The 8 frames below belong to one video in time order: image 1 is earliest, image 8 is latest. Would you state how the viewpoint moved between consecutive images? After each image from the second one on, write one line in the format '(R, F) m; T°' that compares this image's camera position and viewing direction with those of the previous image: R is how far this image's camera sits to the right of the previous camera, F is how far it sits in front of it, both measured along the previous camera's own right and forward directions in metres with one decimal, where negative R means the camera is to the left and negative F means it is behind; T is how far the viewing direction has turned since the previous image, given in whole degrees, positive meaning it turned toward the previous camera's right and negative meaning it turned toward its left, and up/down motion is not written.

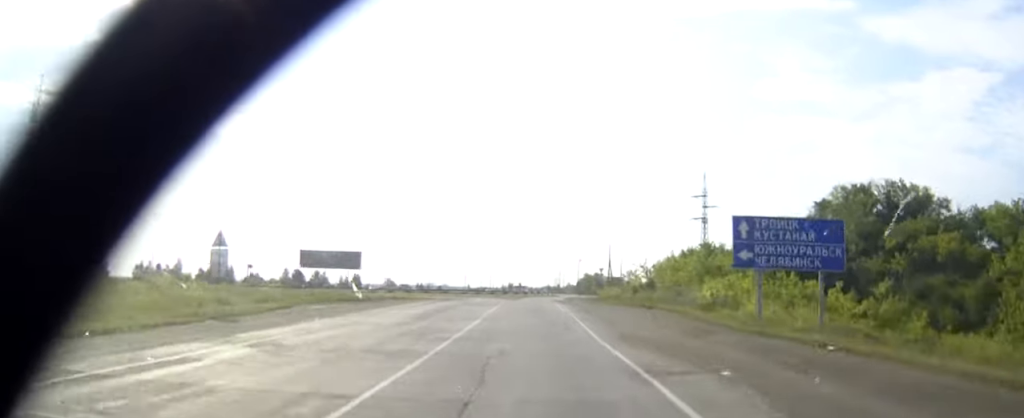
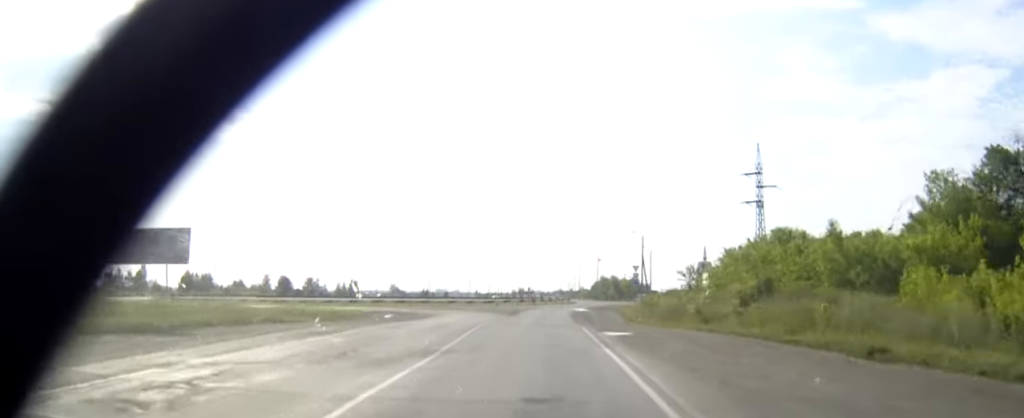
(-0.2, +30.7) m; -1°
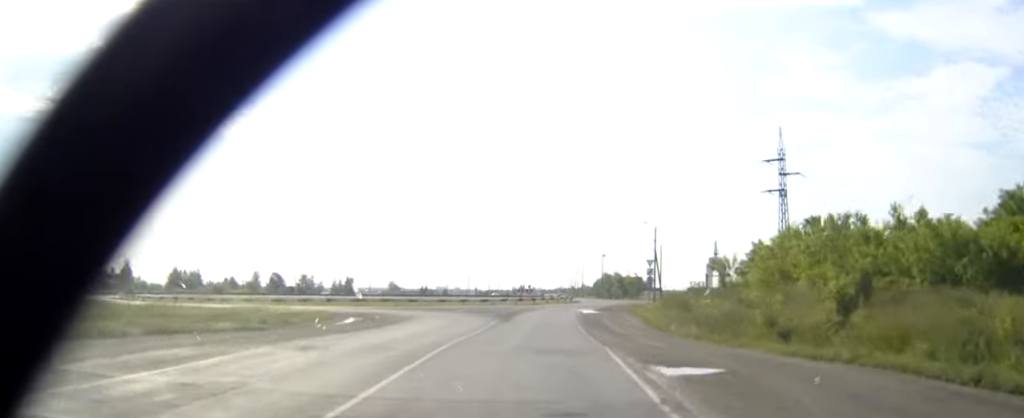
(0.0, +10.7) m; 0°
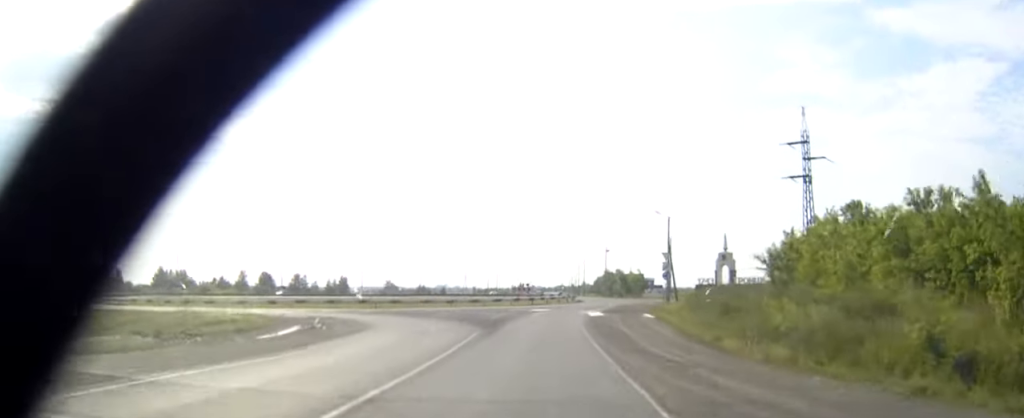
(0.0, +10.5) m; 0°
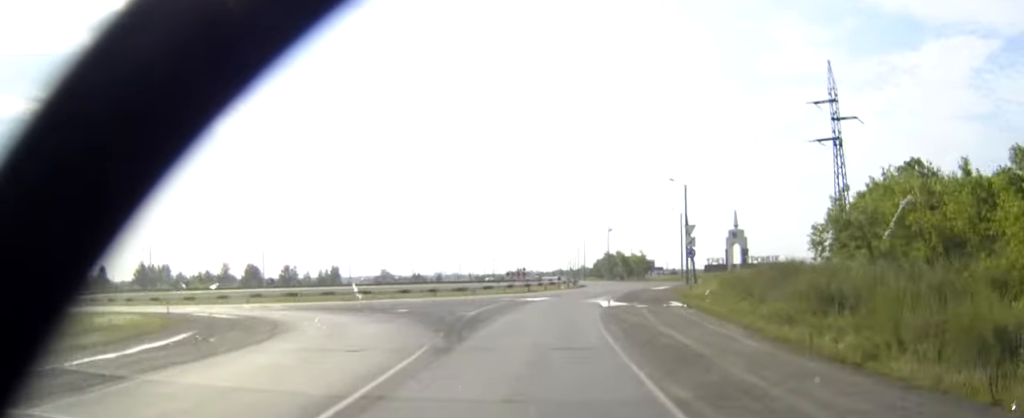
(0.0, +11.8) m; 0°
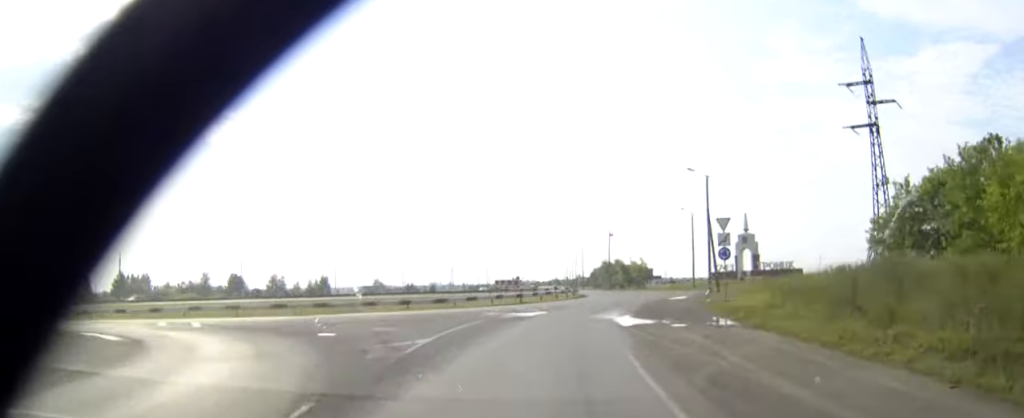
(0.0, +10.9) m; 0°
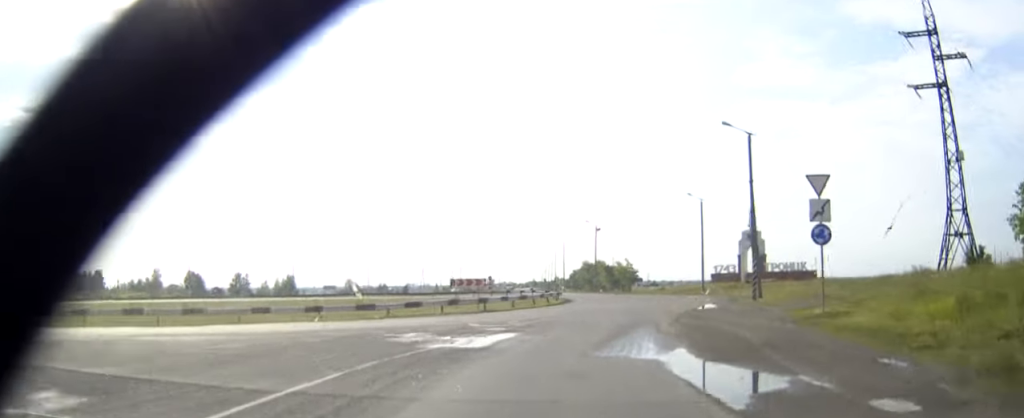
(+0.1, +16.8) m; +1°
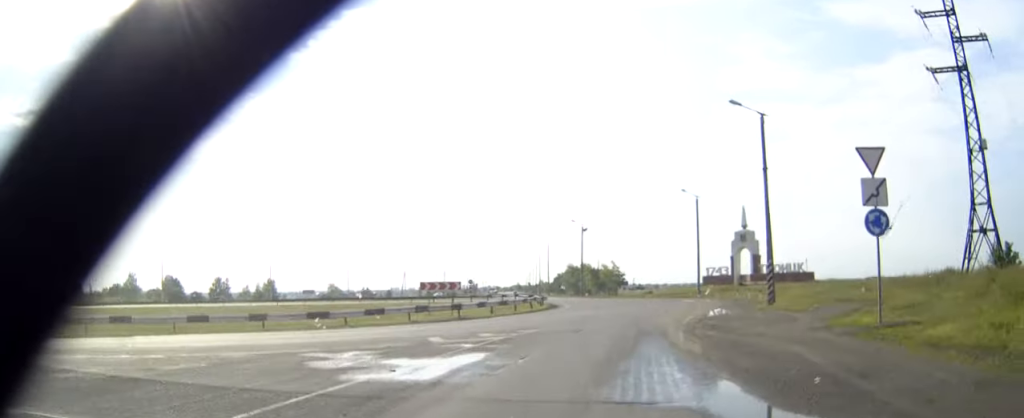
(+0.1, +5.2) m; +1°
